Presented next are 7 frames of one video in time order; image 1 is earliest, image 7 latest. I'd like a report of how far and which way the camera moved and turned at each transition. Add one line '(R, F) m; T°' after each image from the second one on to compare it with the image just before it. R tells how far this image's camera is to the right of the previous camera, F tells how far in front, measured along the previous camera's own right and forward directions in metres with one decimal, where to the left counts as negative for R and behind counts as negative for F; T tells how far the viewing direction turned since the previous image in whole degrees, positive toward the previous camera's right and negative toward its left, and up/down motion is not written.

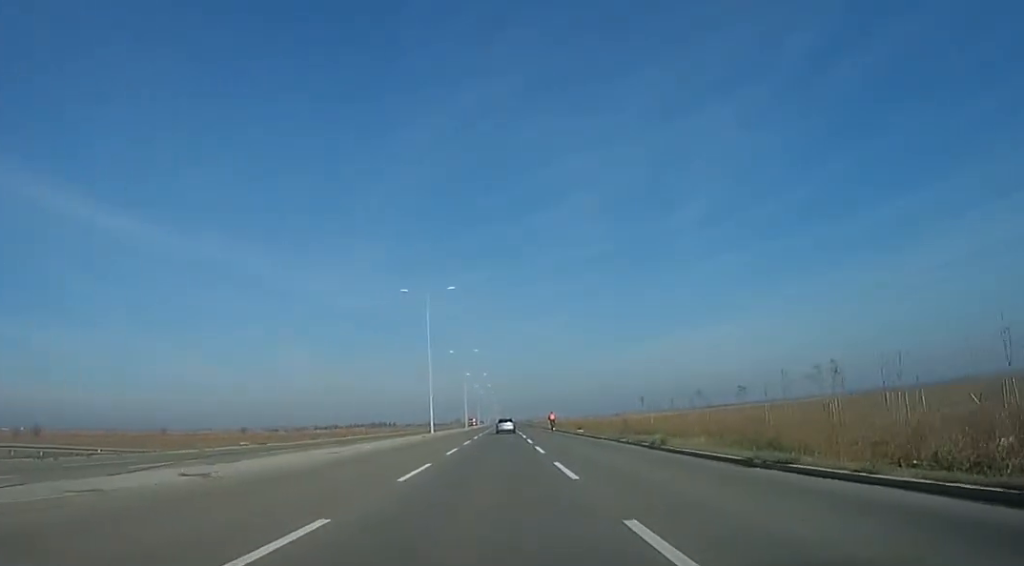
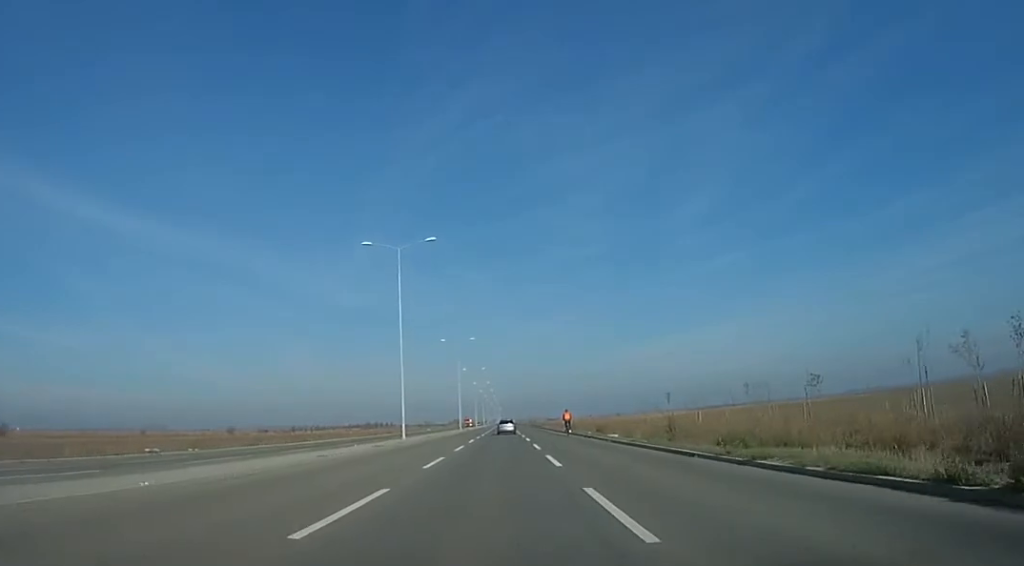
(+0.3, +16.3) m; -1°
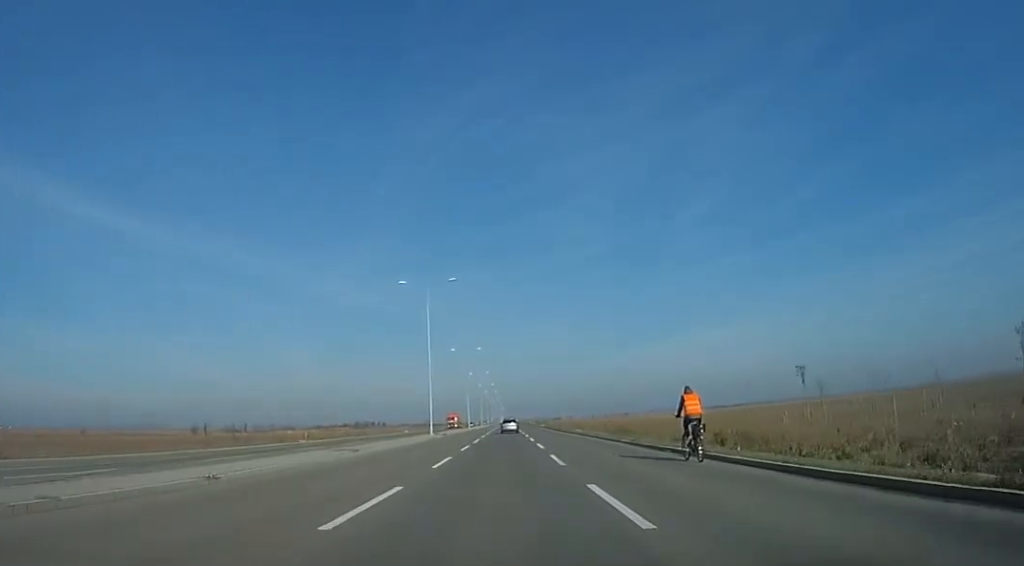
(-1.0, +39.4) m; 0°
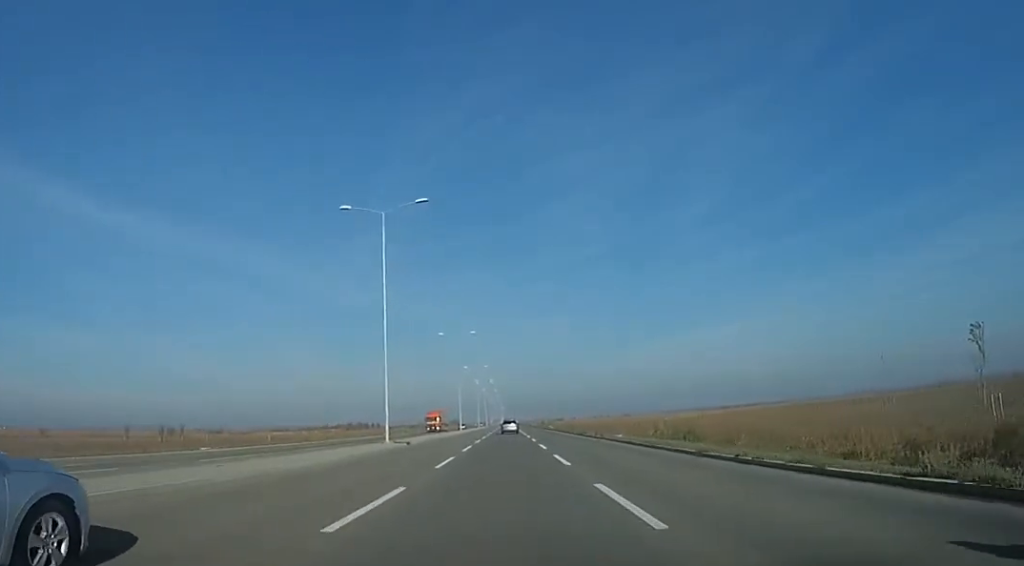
(+0.2, +20.3) m; +1°
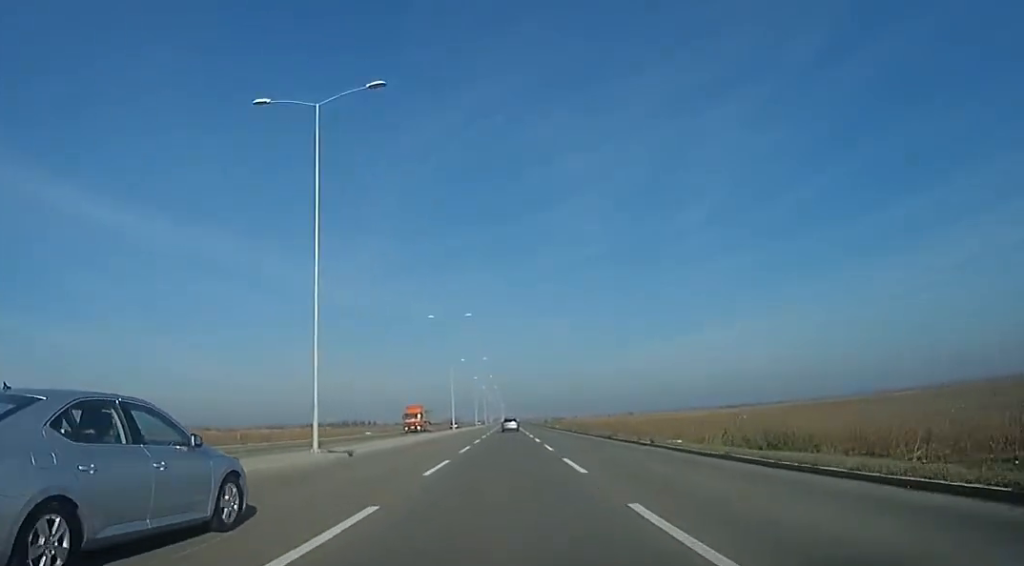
(0.0, +12.9) m; 0°
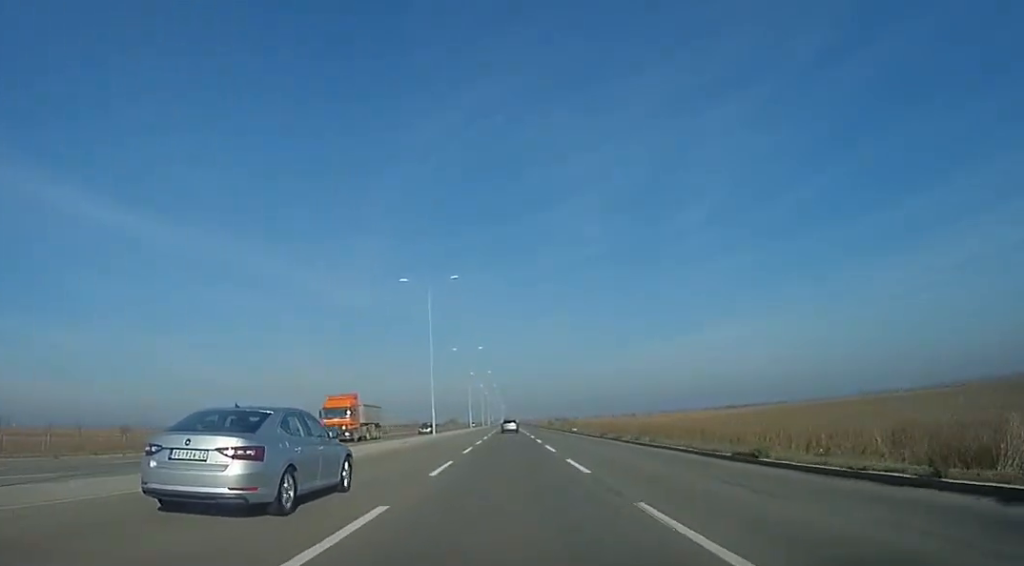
(0.0, +20.0) m; 0°
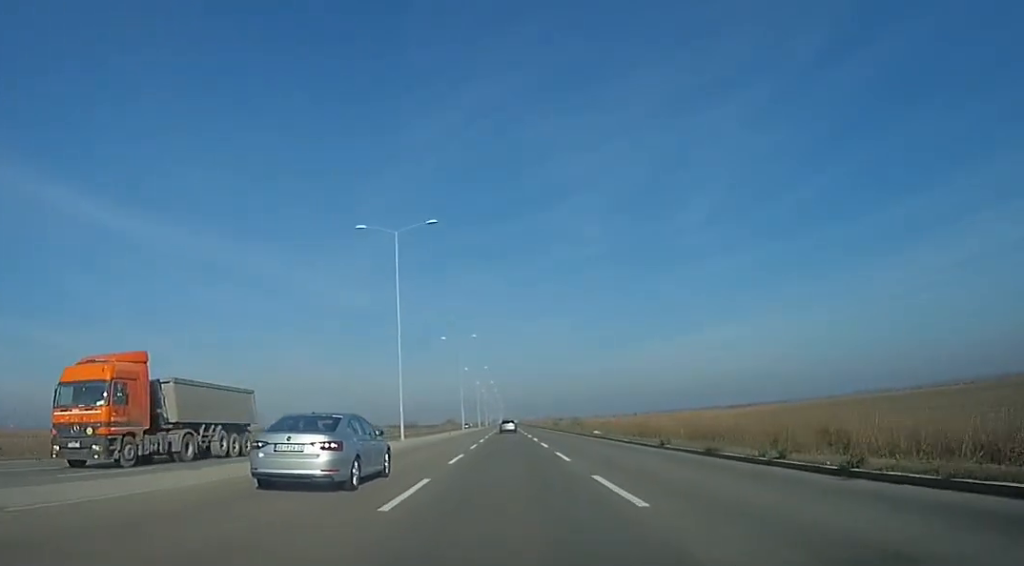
(0.0, +15.6) m; 0°
